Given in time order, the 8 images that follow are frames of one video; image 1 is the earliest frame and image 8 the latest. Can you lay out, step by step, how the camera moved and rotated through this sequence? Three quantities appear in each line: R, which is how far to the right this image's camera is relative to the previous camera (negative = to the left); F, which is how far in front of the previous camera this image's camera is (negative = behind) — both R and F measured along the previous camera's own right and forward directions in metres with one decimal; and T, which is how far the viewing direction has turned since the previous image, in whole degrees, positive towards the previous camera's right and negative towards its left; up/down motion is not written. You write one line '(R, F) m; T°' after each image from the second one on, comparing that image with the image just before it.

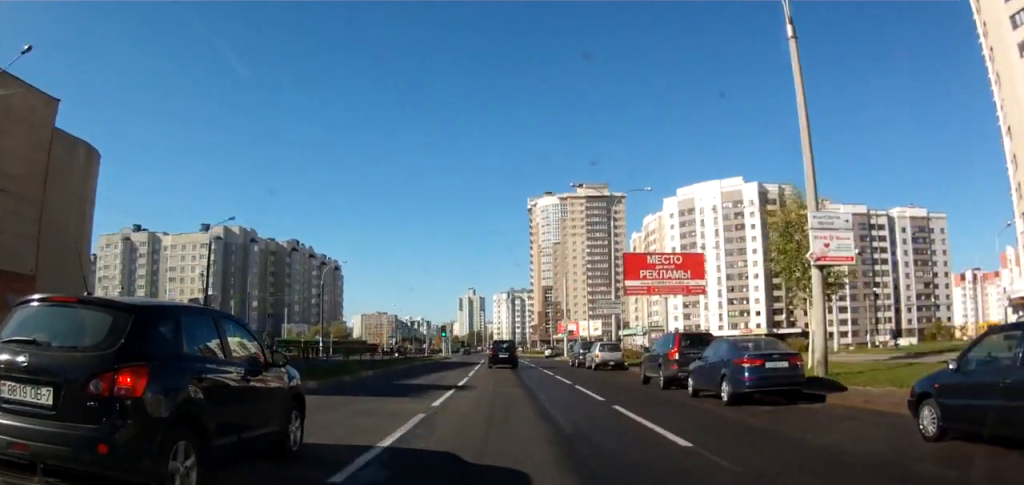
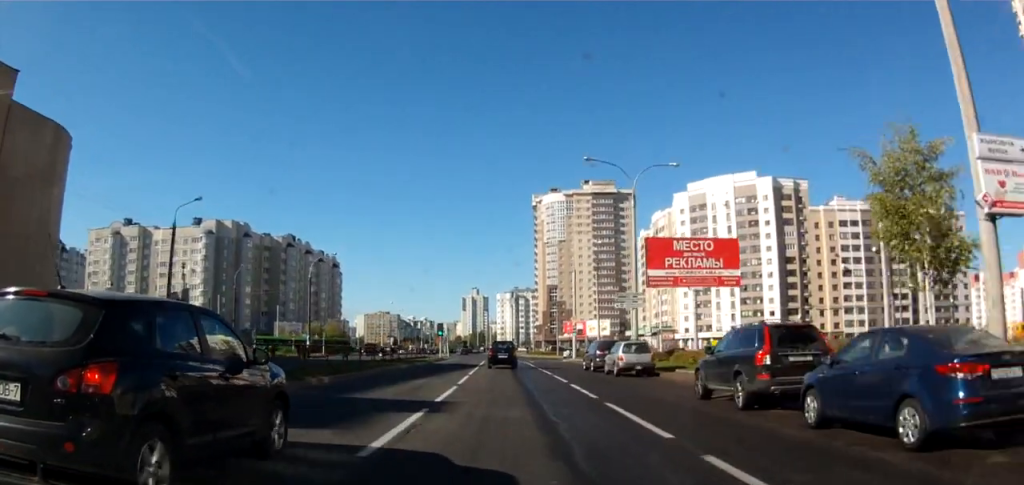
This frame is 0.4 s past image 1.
(0.0, +6.8) m; +1°
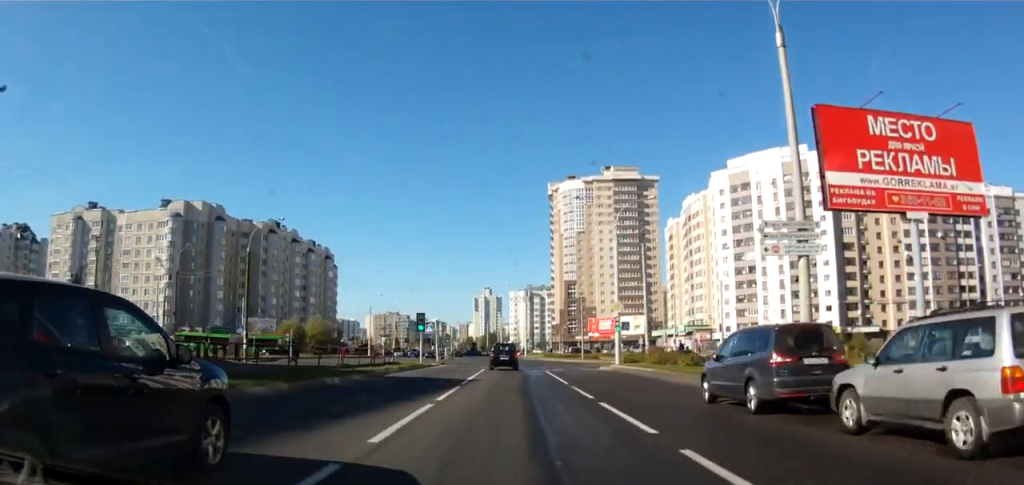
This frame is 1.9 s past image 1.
(+0.6, +22.1) m; +1°
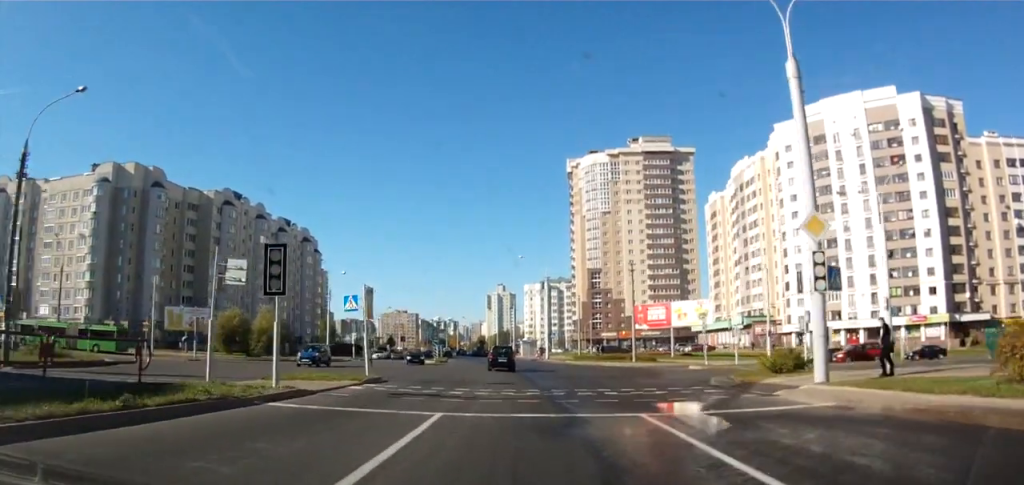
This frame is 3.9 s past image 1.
(-1.0, +30.6) m; -2°
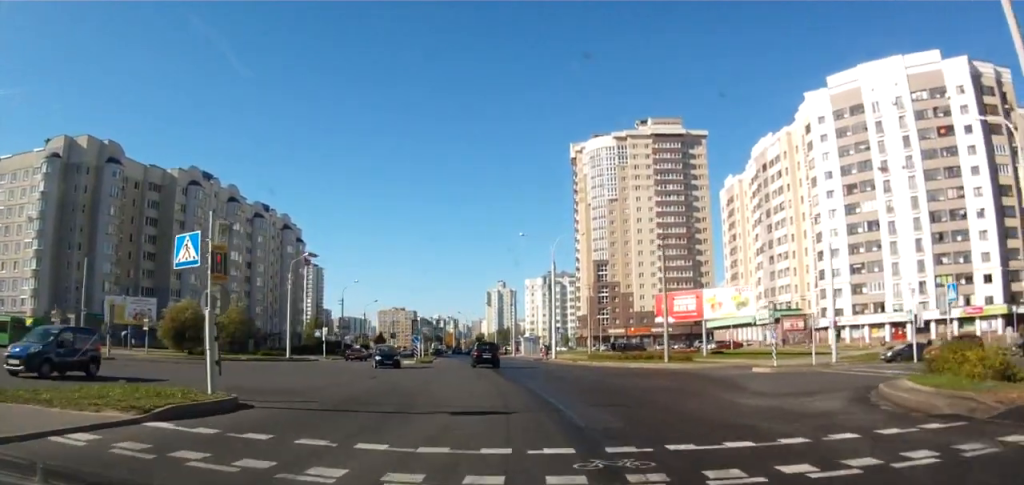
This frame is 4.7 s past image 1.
(0.0, +13.0) m; -2°
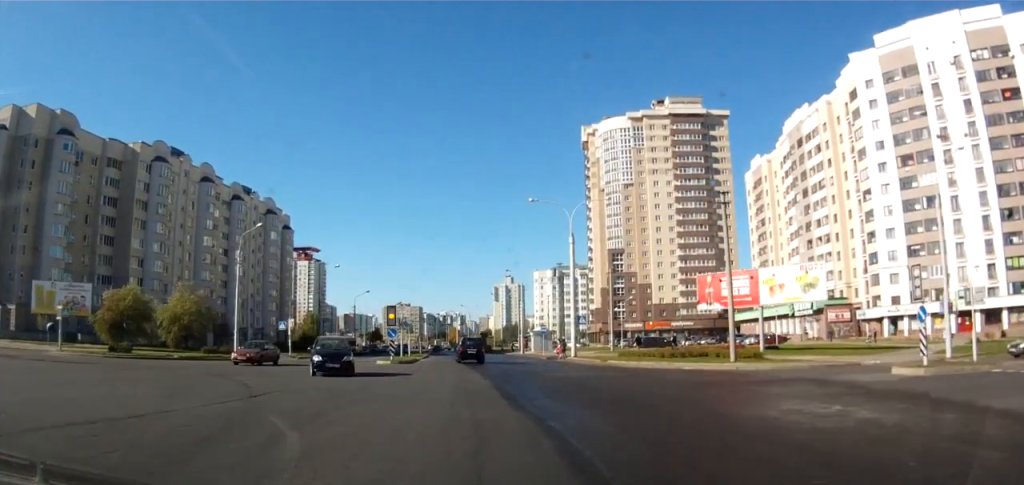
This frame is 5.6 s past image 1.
(-0.4, +13.8) m; -2°
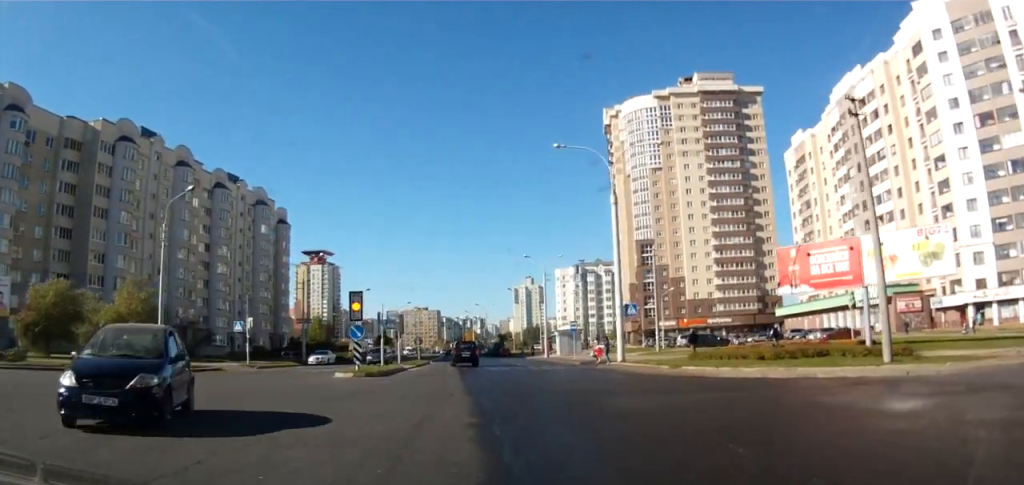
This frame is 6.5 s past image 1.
(-0.1, +14.0) m; 0°
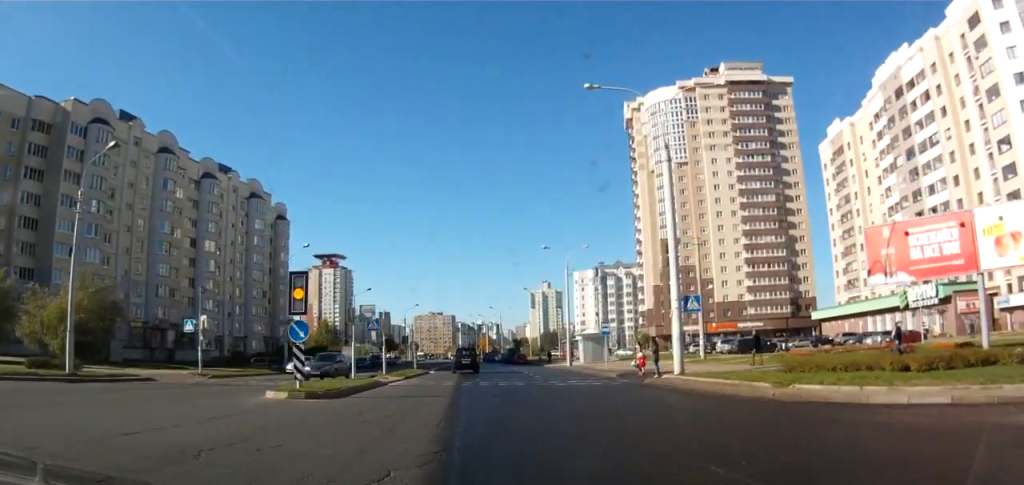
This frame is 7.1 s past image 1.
(0.0, +9.6) m; 0°
